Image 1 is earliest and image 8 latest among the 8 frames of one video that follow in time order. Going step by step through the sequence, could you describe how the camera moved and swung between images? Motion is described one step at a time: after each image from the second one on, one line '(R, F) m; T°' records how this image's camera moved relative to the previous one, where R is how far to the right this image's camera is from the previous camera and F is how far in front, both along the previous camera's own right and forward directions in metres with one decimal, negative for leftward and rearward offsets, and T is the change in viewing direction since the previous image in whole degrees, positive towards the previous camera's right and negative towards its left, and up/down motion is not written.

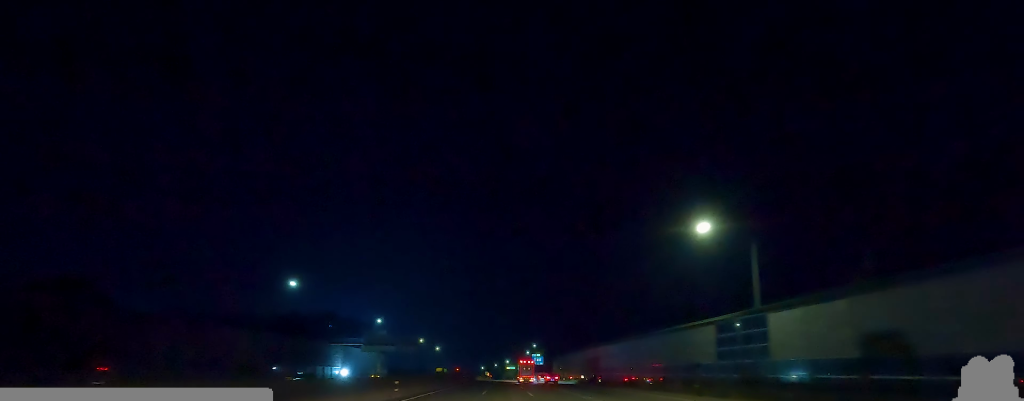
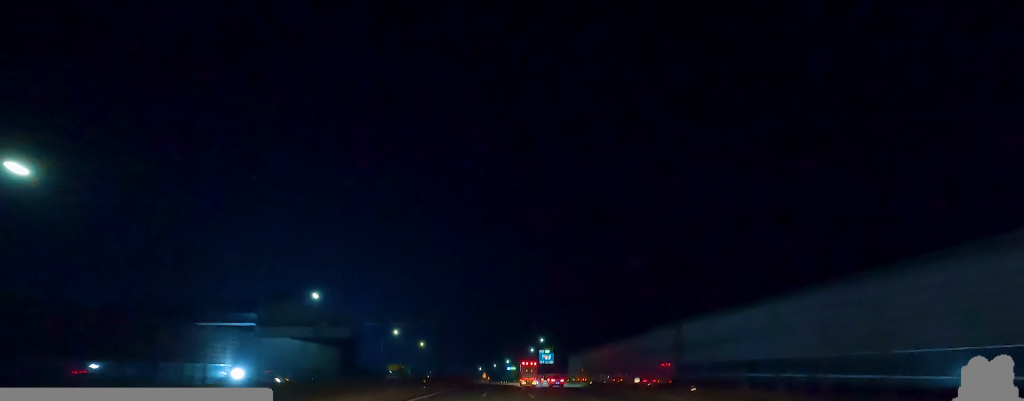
(+0.1, +40.0) m; 0°
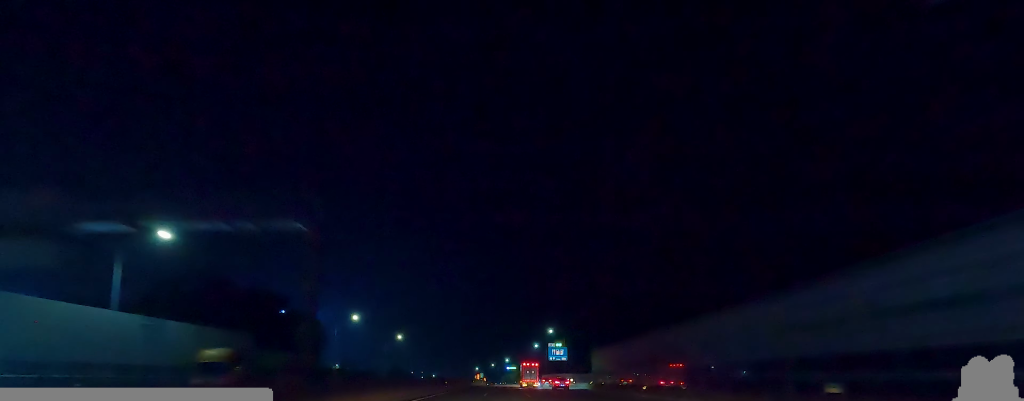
(0.0, +34.5) m; 0°
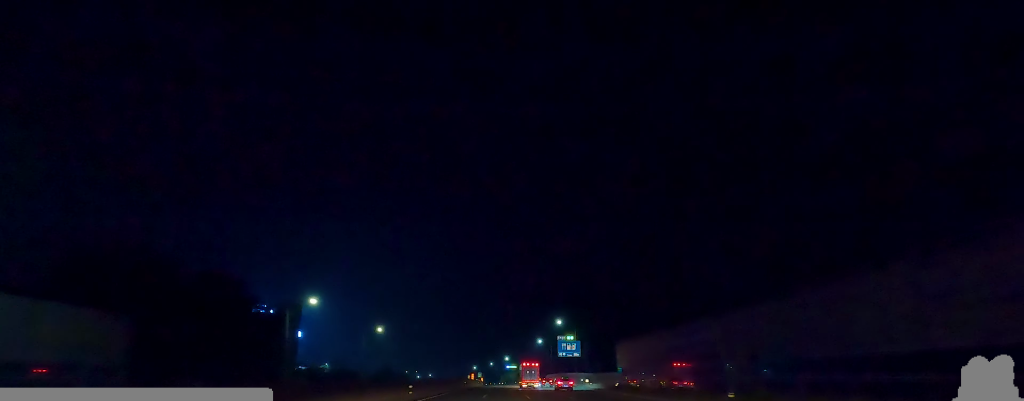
(0.0, +20.9) m; 0°
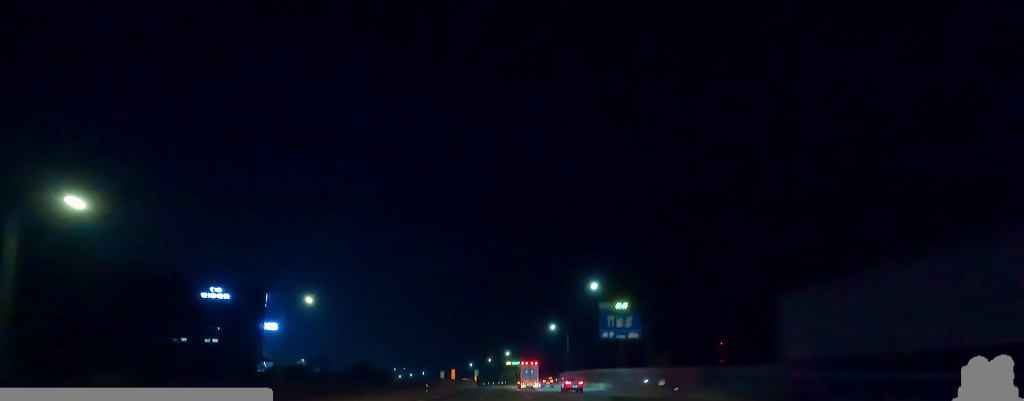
(-0.8, +42.0) m; -3°
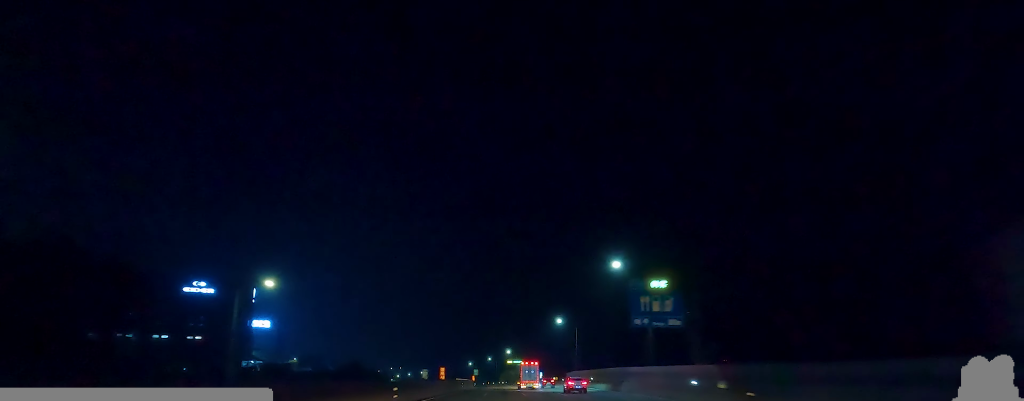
(-0.2, +12.6) m; 0°
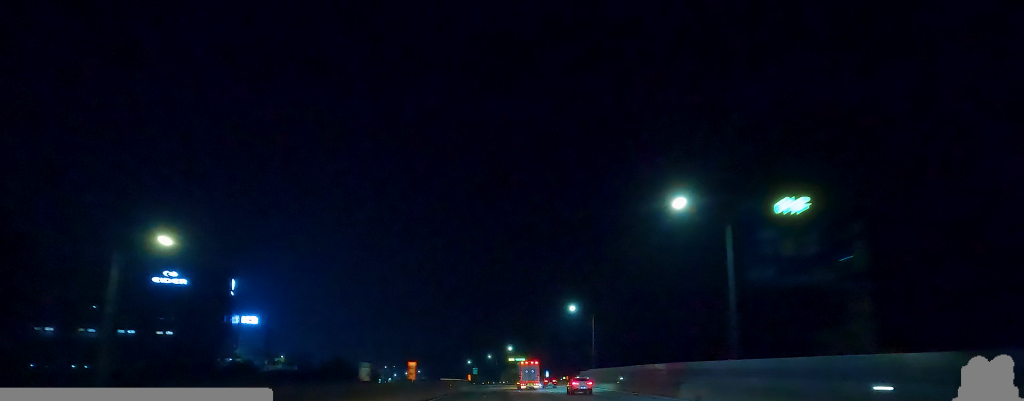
(-0.6, +18.8) m; +1°
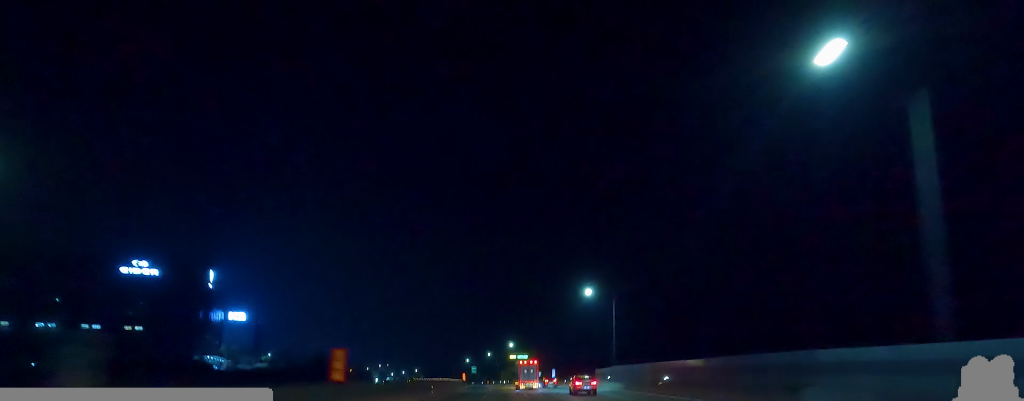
(+0.8, +16.0) m; +2°
